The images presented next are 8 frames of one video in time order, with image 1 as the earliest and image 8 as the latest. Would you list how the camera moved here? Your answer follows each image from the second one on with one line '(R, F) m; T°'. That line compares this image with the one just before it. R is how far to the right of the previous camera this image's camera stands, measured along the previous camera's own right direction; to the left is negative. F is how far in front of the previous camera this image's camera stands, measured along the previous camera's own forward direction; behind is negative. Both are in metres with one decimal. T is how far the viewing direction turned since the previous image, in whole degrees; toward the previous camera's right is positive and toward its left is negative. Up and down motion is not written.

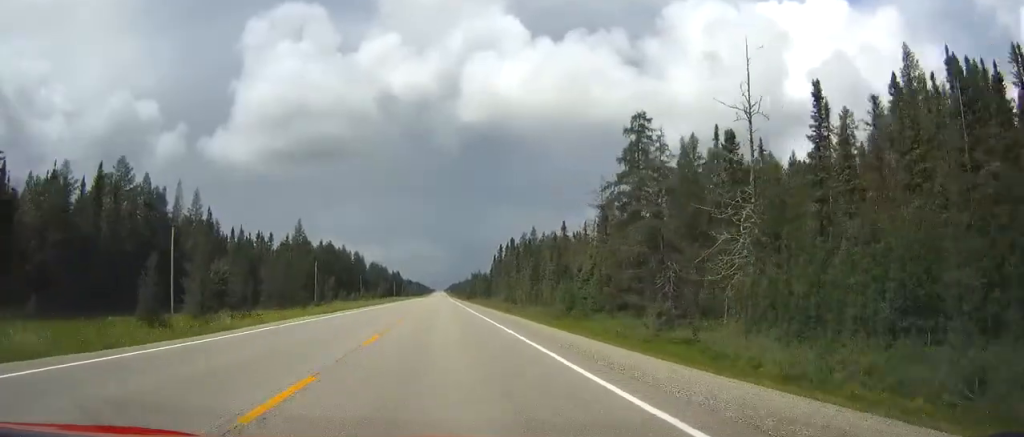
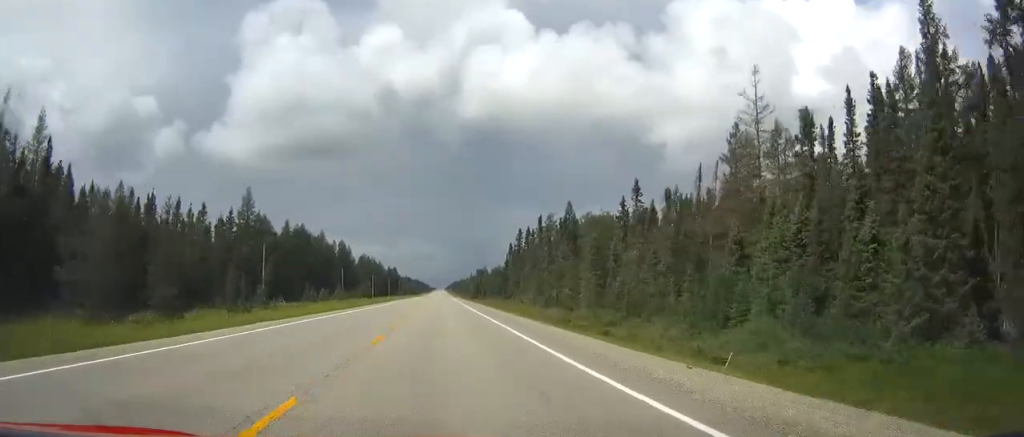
(-0.2, +48.9) m; 0°
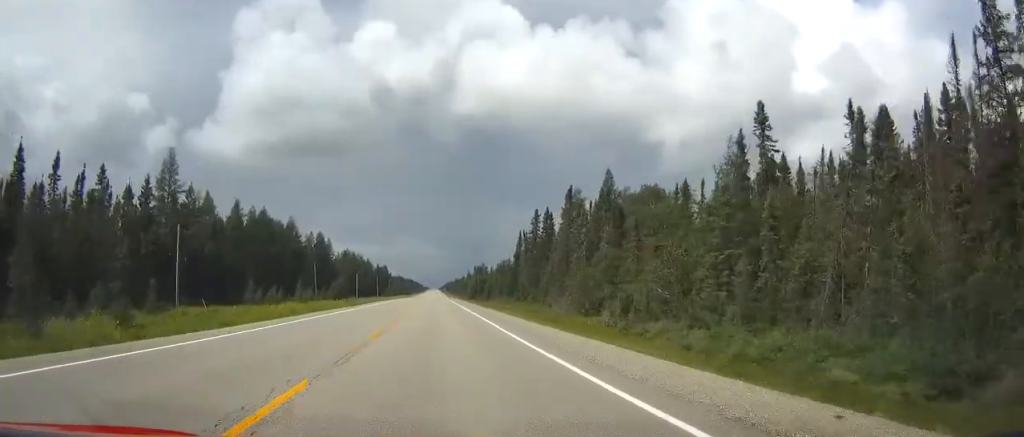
(+0.2, +36.5) m; 0°
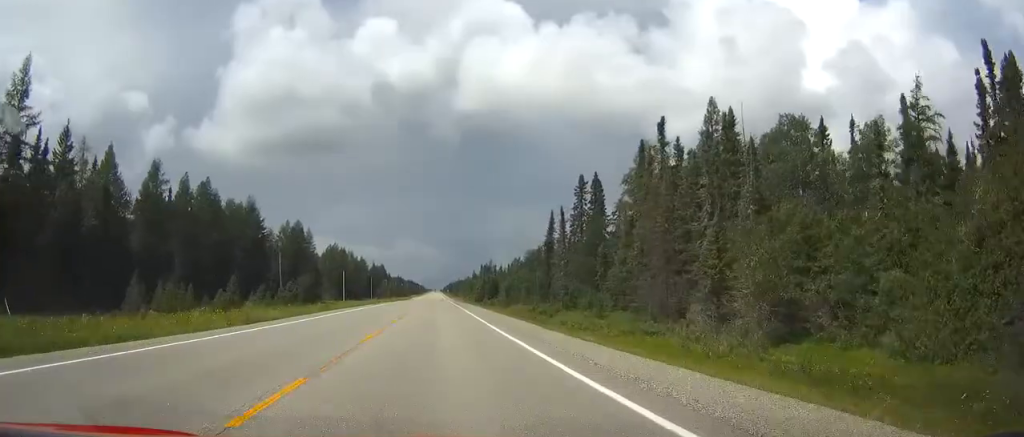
(+0.1, +39.4) m; 0°
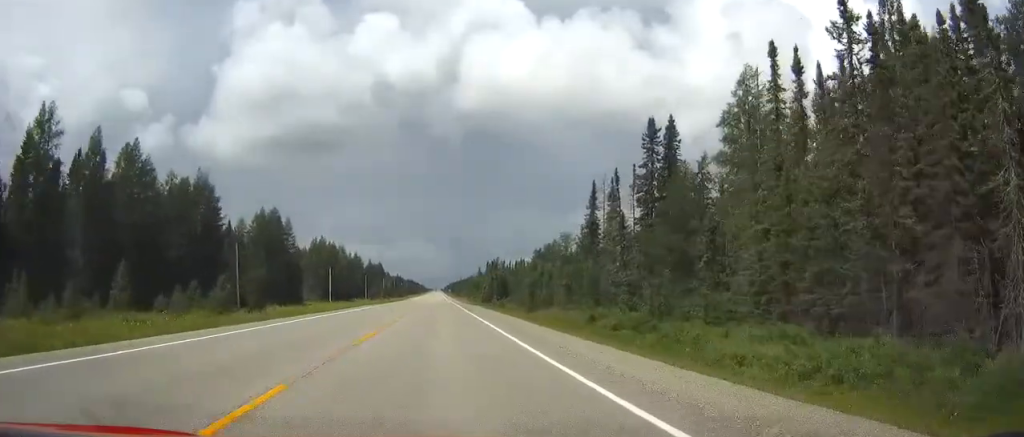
(-0.1, +29.2) m; 0°
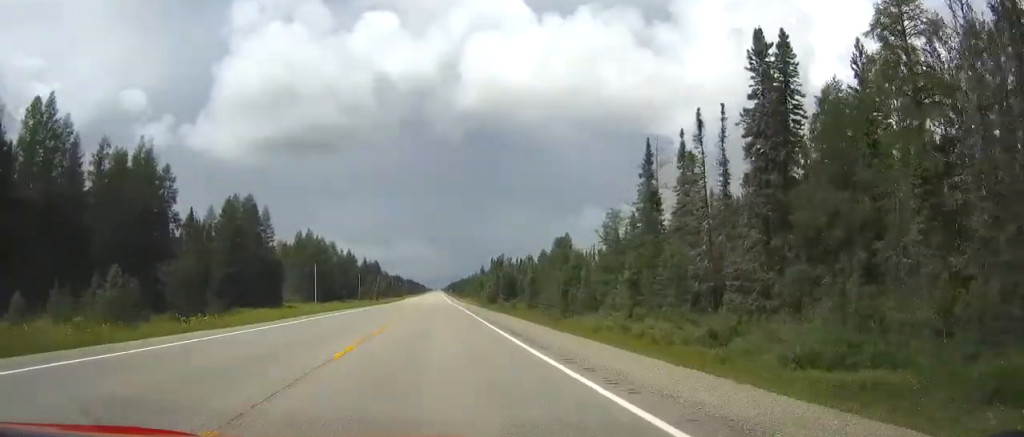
(-0.1, +22.1) m; 0°
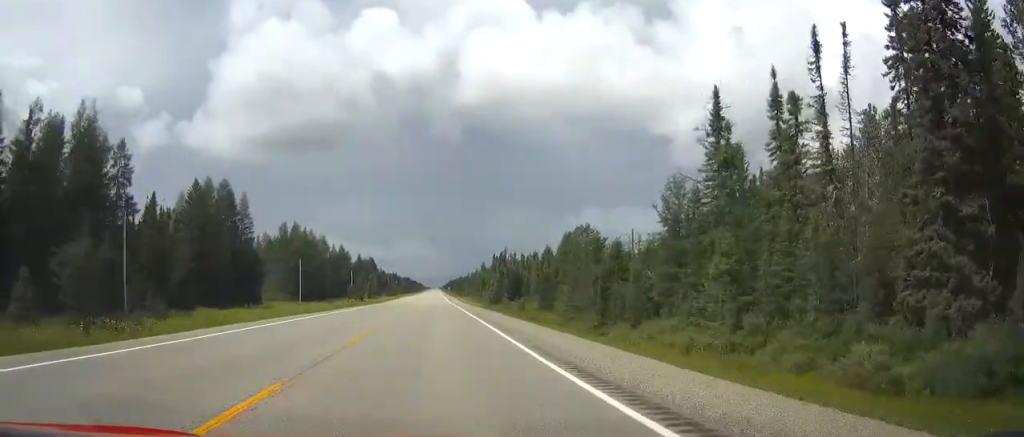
(0.0, +16.0) m; 0°
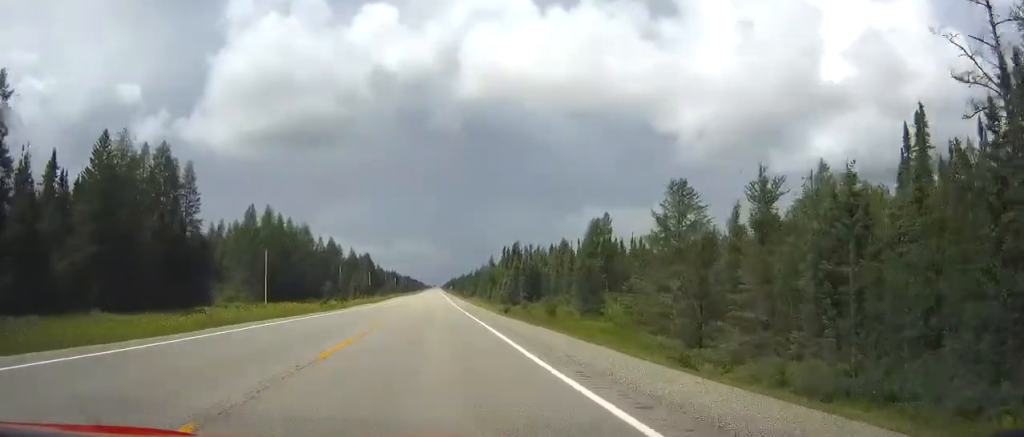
(+0.3, +30.9) m; 0°
